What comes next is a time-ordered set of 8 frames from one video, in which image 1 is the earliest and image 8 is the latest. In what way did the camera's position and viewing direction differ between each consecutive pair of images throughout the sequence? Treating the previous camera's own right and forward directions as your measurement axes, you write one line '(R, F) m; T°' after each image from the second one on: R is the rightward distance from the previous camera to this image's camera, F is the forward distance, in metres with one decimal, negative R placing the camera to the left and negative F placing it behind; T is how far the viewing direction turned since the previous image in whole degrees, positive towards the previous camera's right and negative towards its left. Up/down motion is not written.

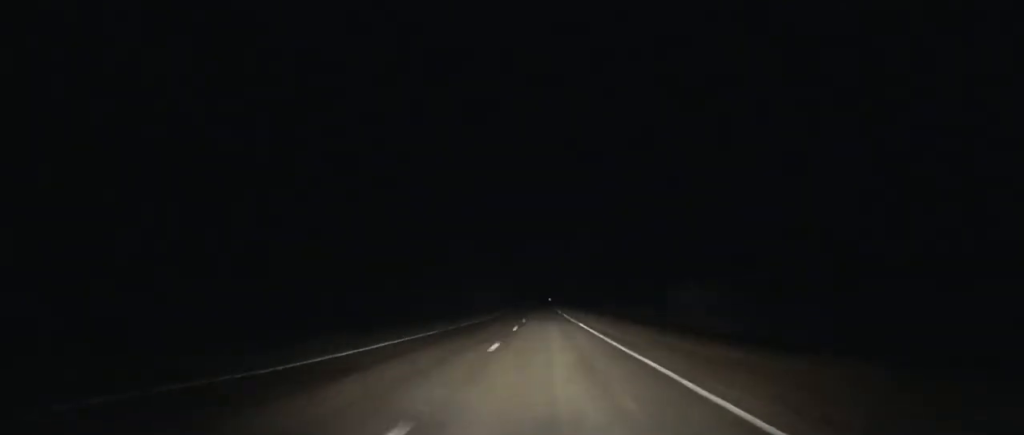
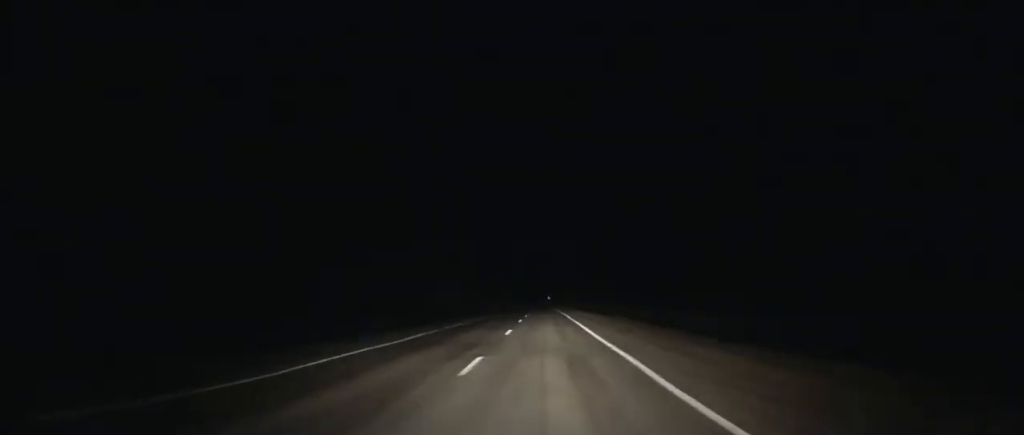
(0.0, +64.5) m; 0°
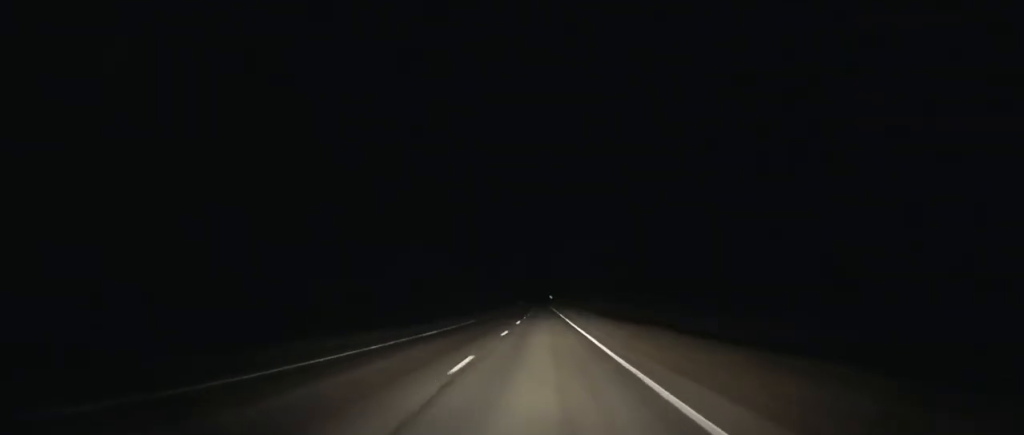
(+0.1, +62.1) m; 0°
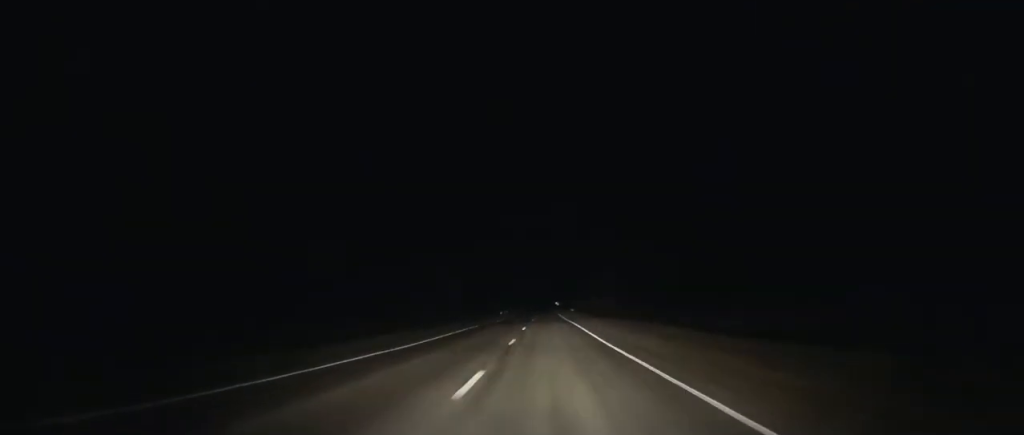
(-0.5, +107.9) m; 0°
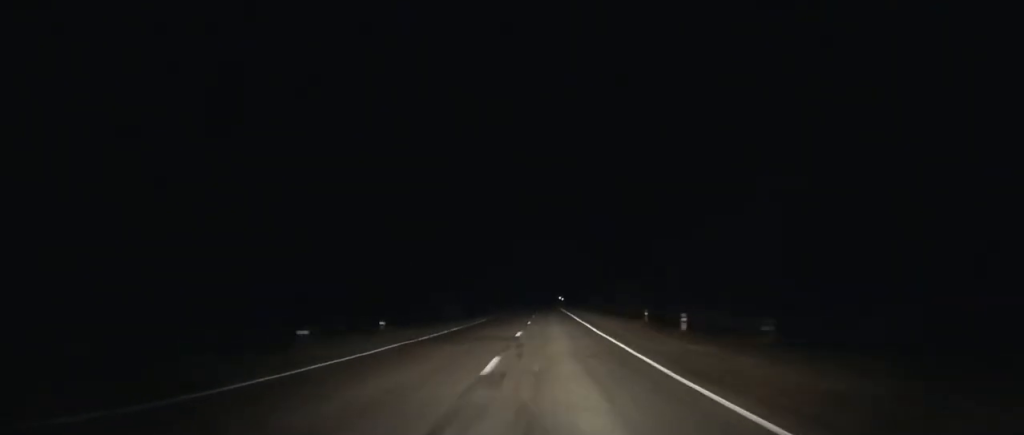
(0.0, +89.8) m; 0°
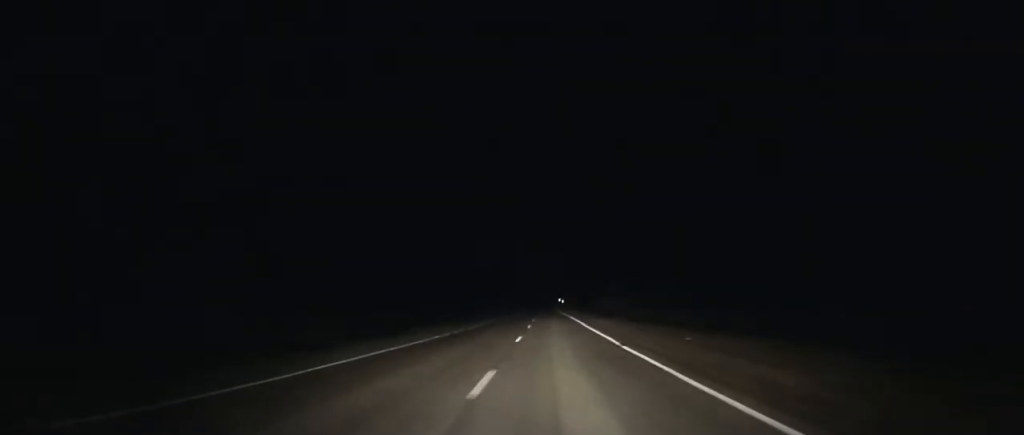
(0.0, +49.2) m; 0°
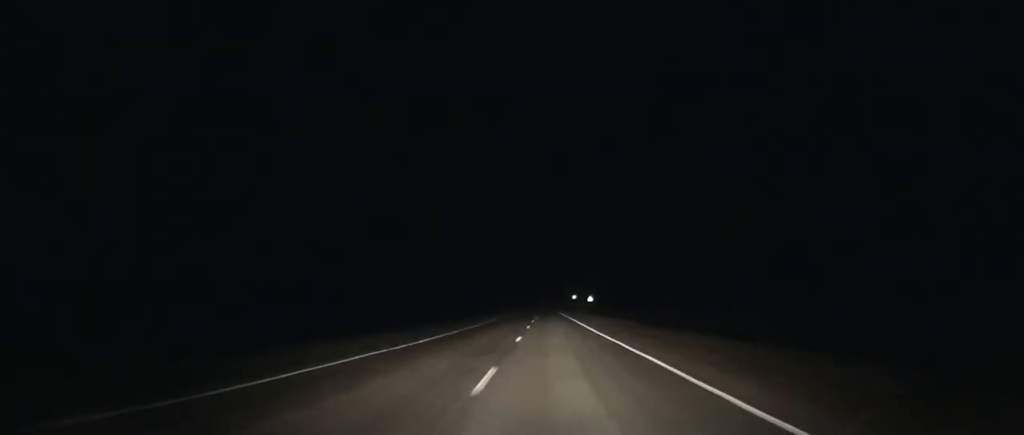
(+1.2, +208.8) m; 0°
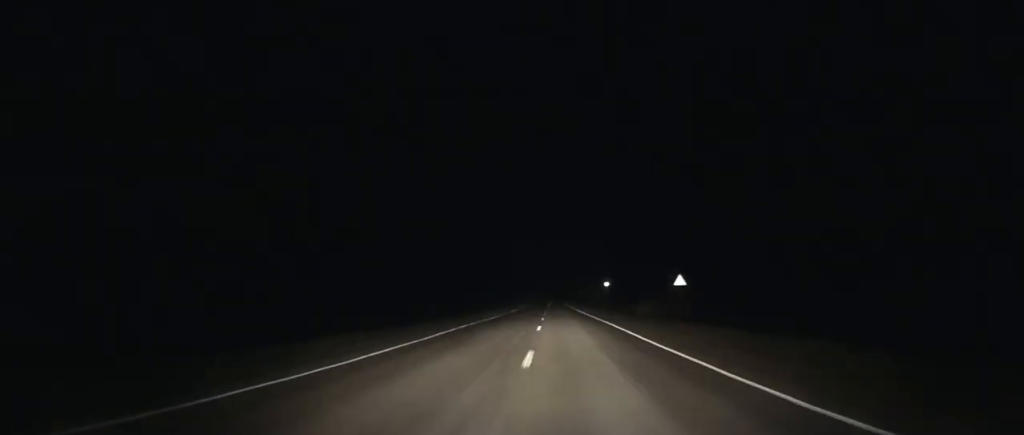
(-0.1, +67.8) m; 0°
